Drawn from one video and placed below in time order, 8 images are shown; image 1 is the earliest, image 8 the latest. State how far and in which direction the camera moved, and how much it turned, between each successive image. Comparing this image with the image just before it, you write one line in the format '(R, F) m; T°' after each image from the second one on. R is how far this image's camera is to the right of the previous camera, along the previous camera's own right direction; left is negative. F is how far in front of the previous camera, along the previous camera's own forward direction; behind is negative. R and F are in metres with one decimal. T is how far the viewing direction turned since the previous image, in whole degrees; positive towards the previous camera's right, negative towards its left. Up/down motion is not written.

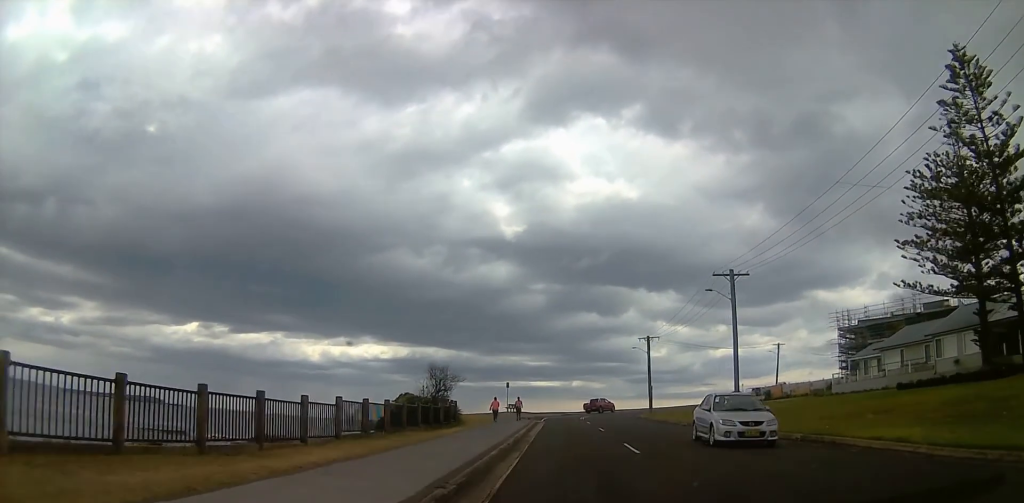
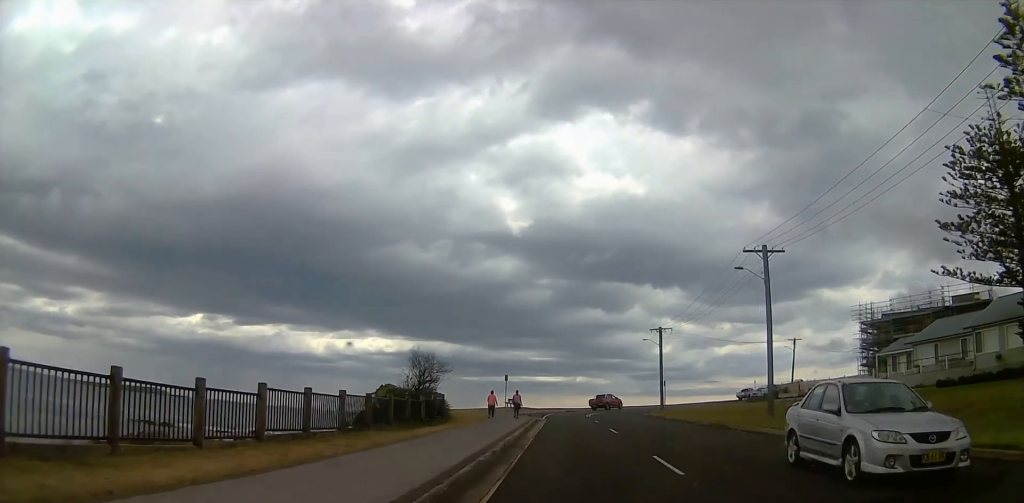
(-0.1, +5.1) m; 0°
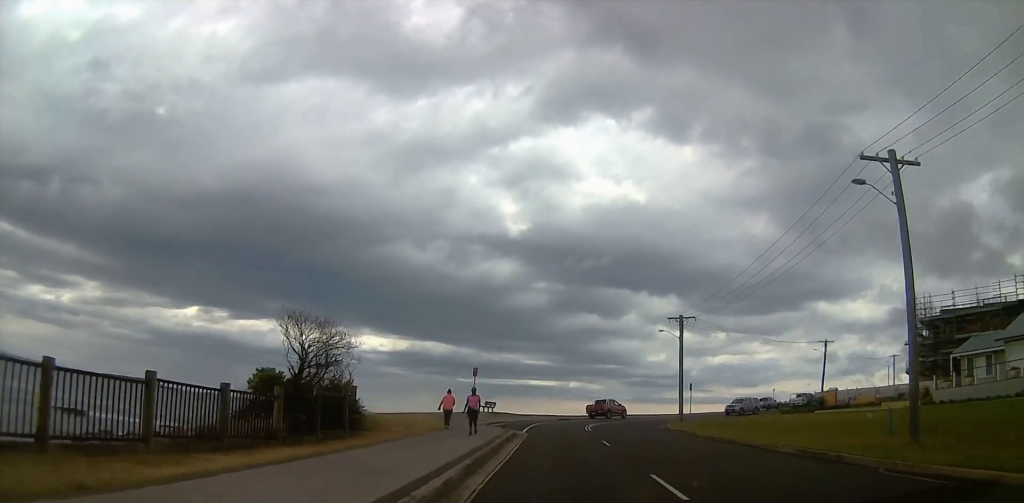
(+0.4, +13.6) m; +1°
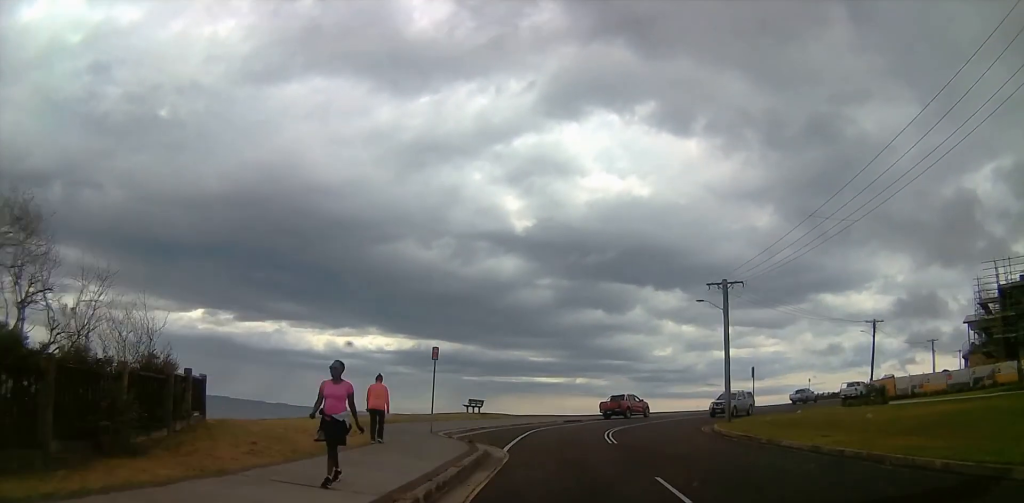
(-0.3, +12.2) m; -2°
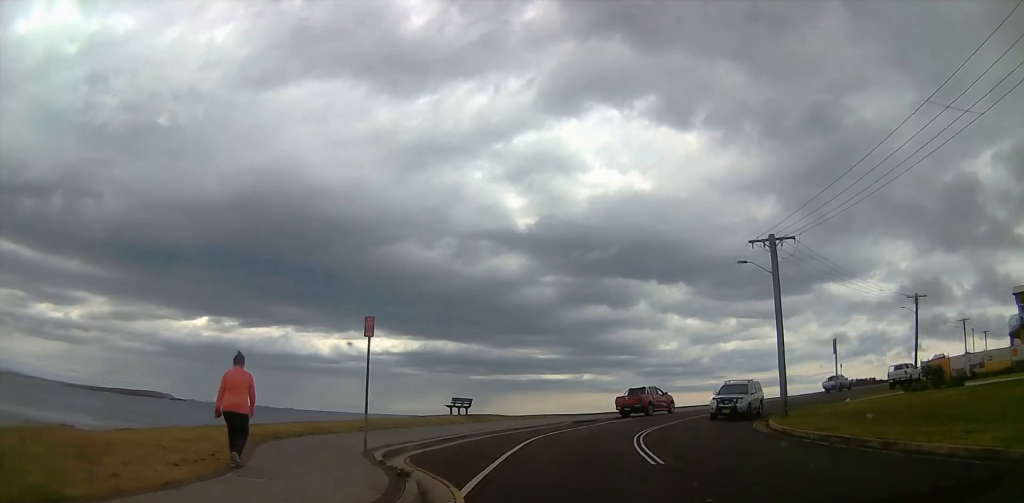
(0.0, +8.5) m; +2°
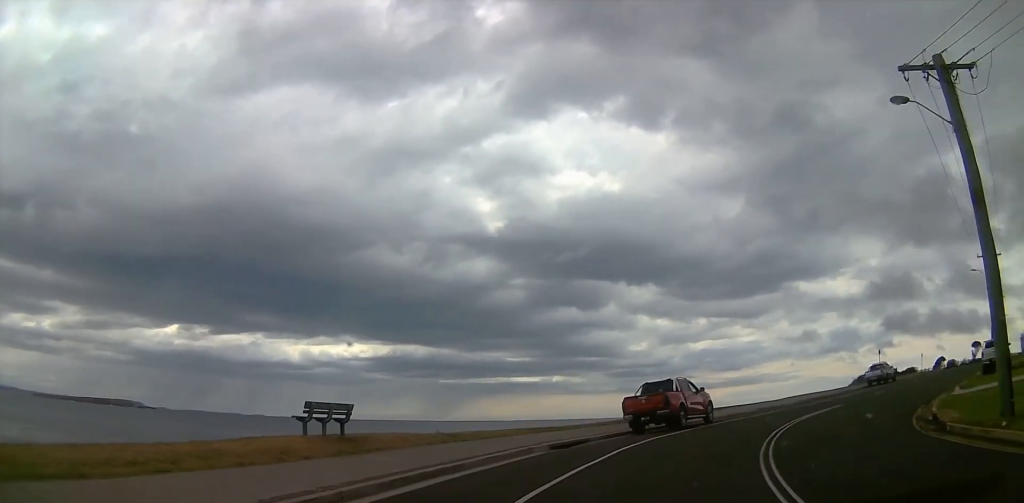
(+0.8, +16.2) m; +3°
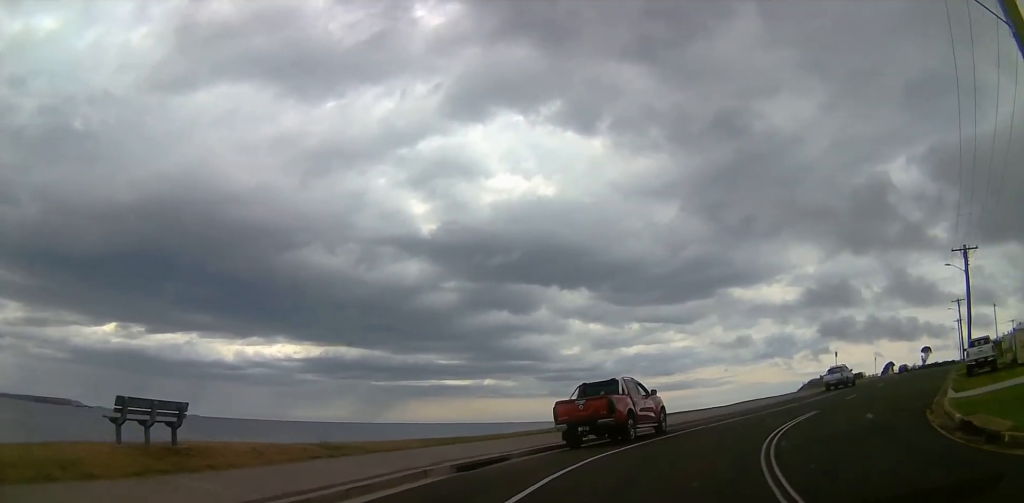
(0.0, +4.8) m; +5°
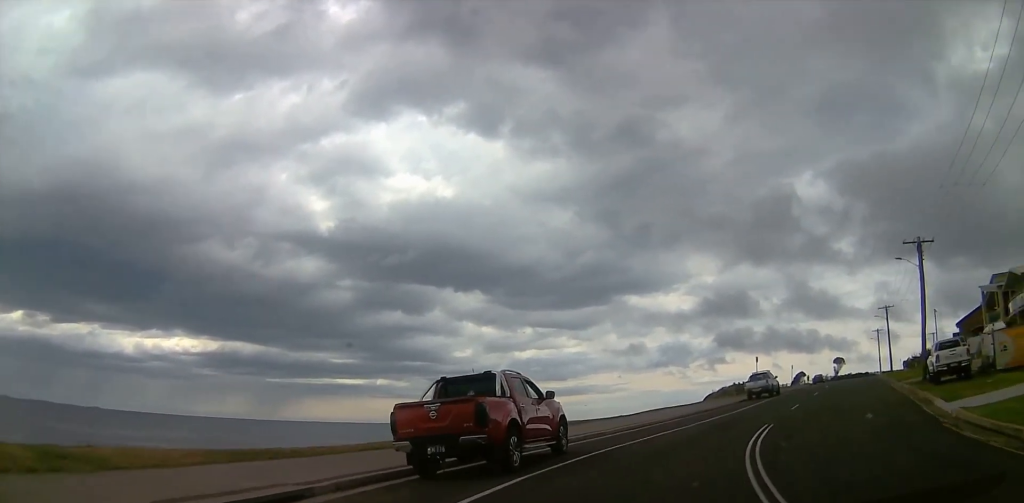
(+0.2, +6.1) m; +9°
